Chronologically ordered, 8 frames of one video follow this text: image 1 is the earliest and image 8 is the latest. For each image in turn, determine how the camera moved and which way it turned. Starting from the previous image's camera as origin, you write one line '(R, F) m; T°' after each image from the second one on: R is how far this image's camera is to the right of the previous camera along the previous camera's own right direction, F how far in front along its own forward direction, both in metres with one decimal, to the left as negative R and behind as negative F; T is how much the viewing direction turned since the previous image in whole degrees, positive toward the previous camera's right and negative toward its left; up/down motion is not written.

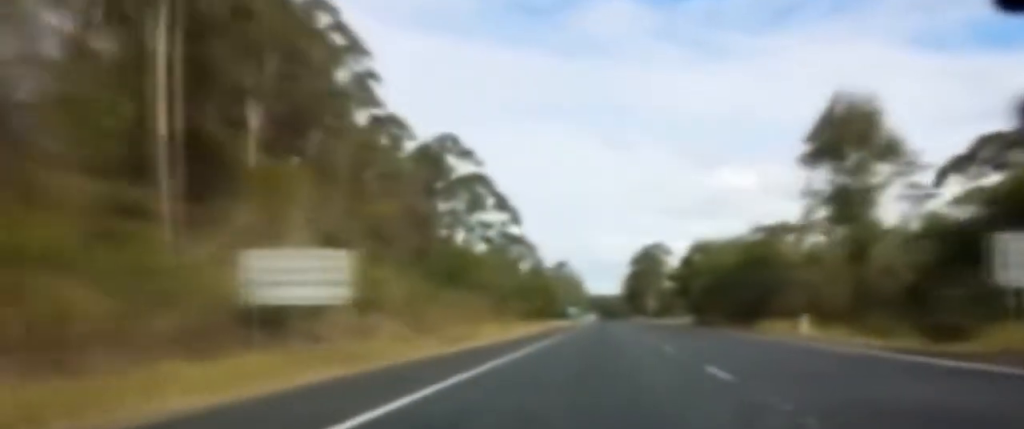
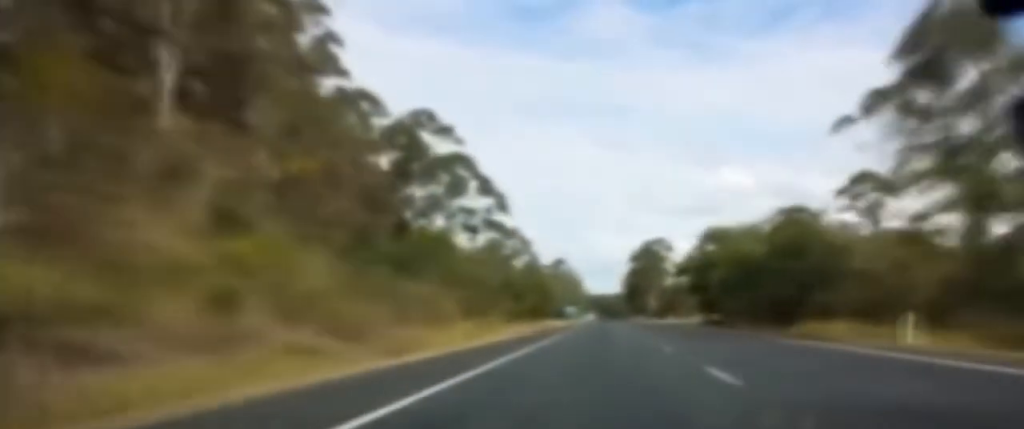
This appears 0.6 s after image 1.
(0.0, +13.0) m; 0°
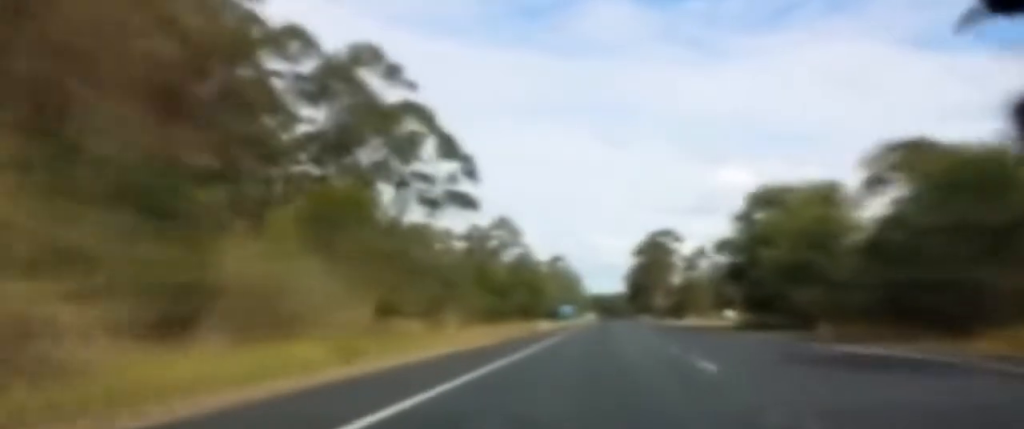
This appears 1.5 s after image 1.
(-0.1, +21.3) m; 0°
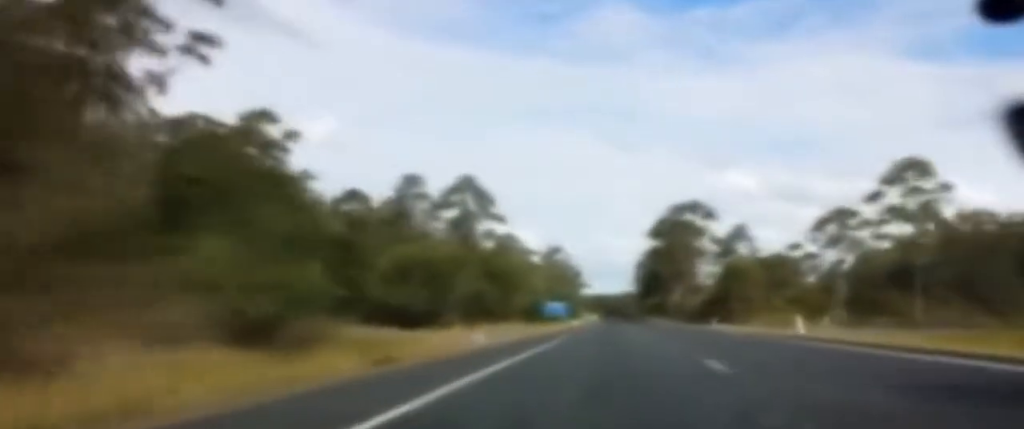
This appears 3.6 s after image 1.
(-0.6, +48.1) m; -1°
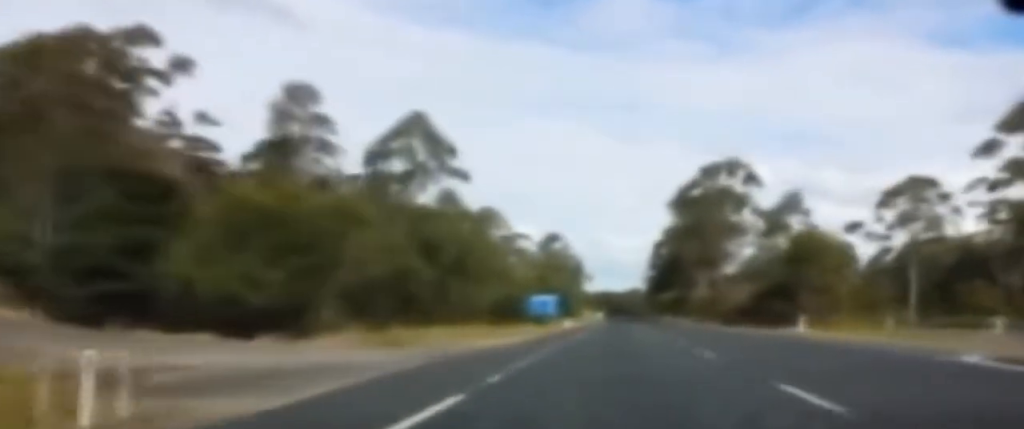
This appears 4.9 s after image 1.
(+0.4, +29.1) m; +2°
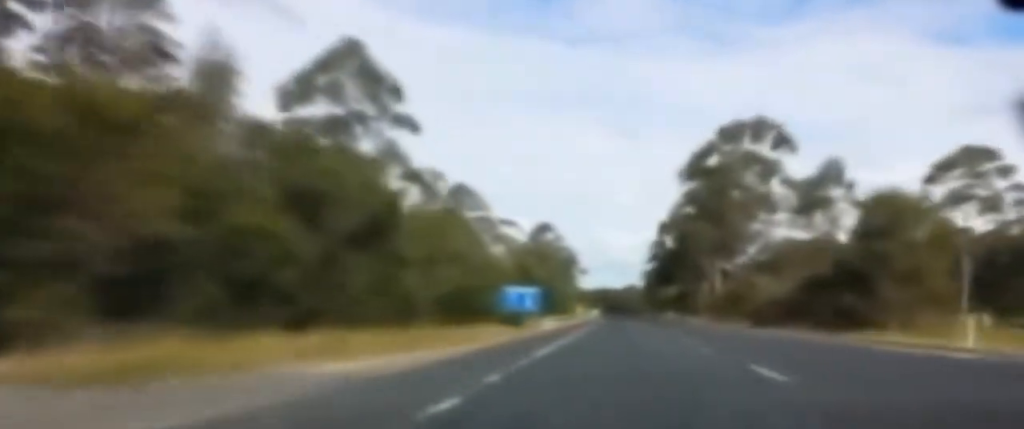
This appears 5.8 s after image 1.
(+0.2, +20.1) m; 0°
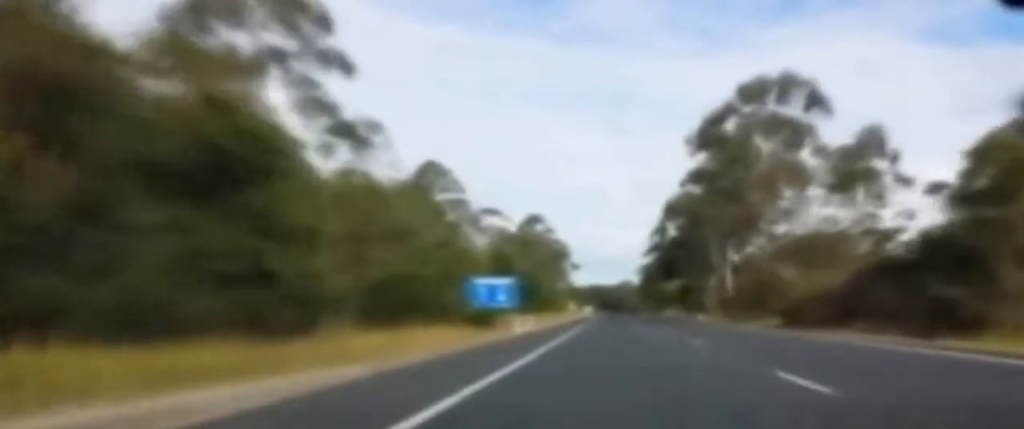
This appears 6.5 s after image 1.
(+0.1, +14.2) m; -1°
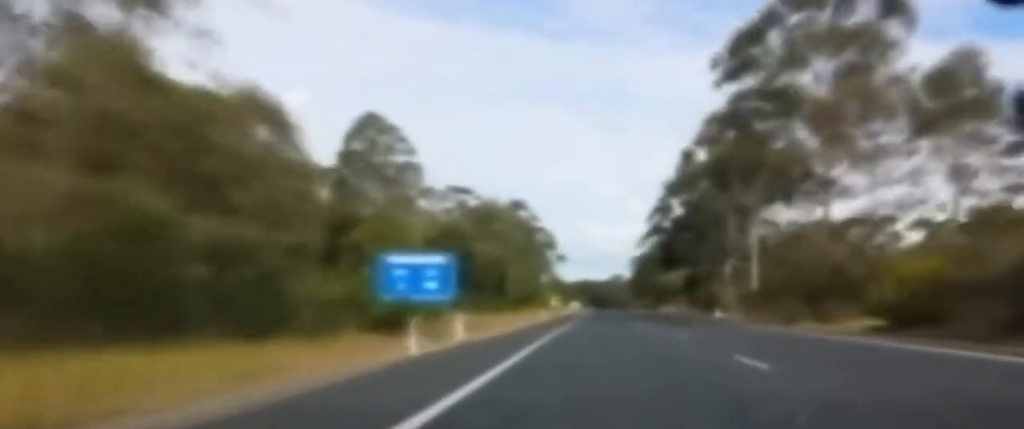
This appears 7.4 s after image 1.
(-0.6, +20.2) m; -2°
